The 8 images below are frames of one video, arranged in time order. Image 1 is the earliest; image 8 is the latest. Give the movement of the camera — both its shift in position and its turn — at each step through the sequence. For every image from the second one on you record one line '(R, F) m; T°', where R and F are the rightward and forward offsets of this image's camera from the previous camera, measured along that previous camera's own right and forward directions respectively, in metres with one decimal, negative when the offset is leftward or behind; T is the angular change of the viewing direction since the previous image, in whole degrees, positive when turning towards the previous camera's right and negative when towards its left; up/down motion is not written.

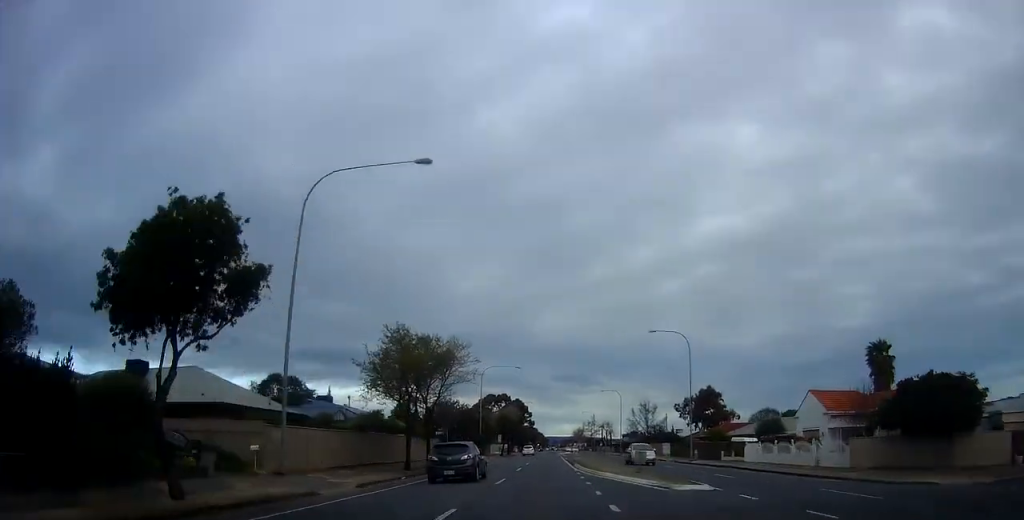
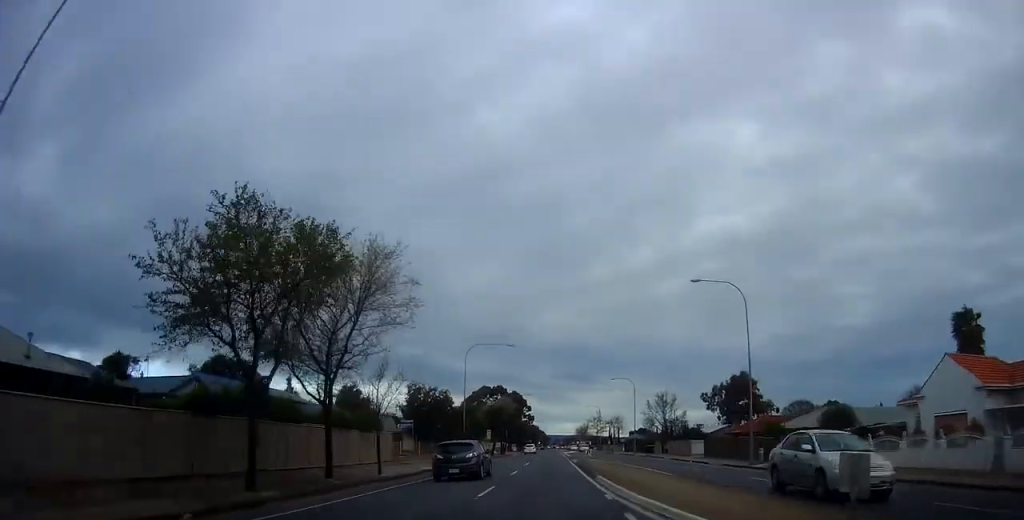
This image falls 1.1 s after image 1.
(+0.1, +16.6) m; -1°
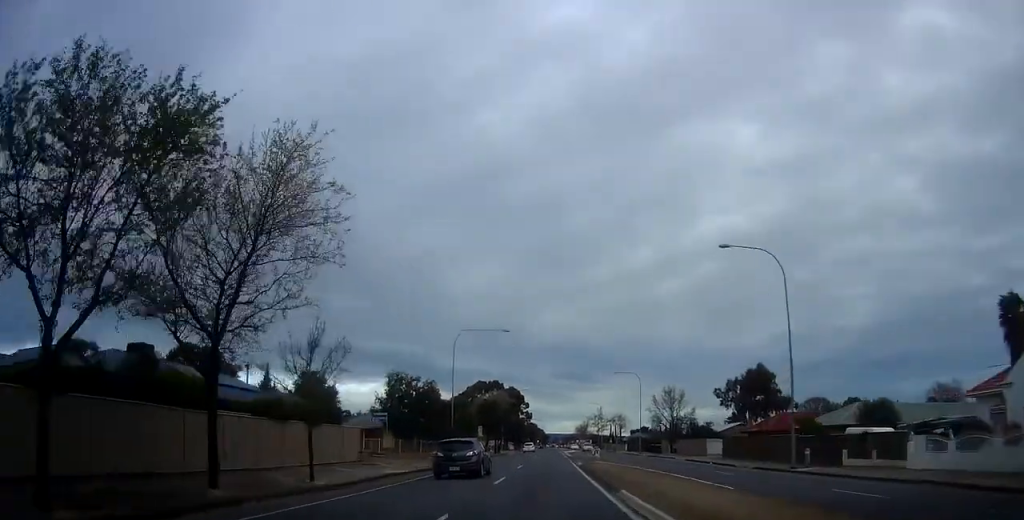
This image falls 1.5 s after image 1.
(-0.4, +7.3) m; 0°
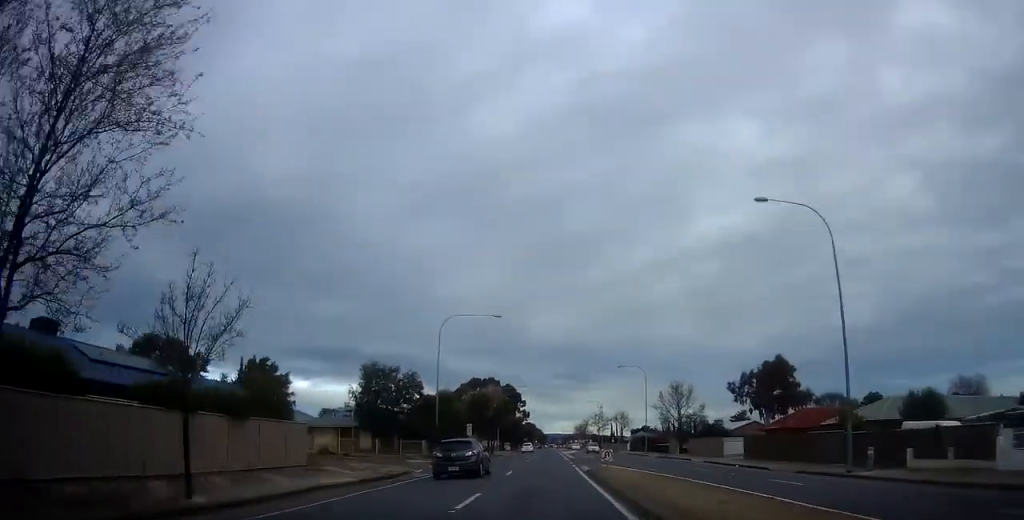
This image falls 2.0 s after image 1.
(-0.2, +6.8) m; 0°
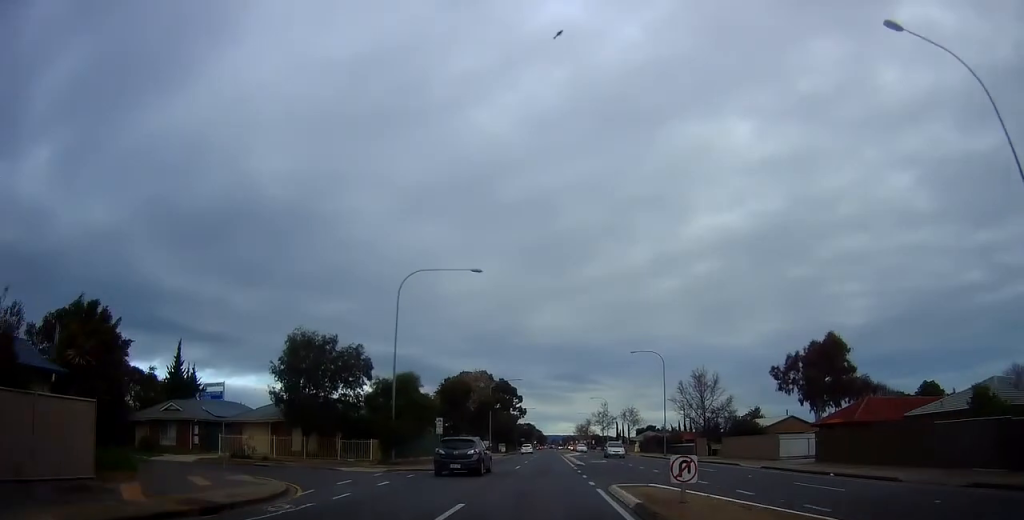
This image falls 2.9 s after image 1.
(+0.7, +14.0) m; +1°
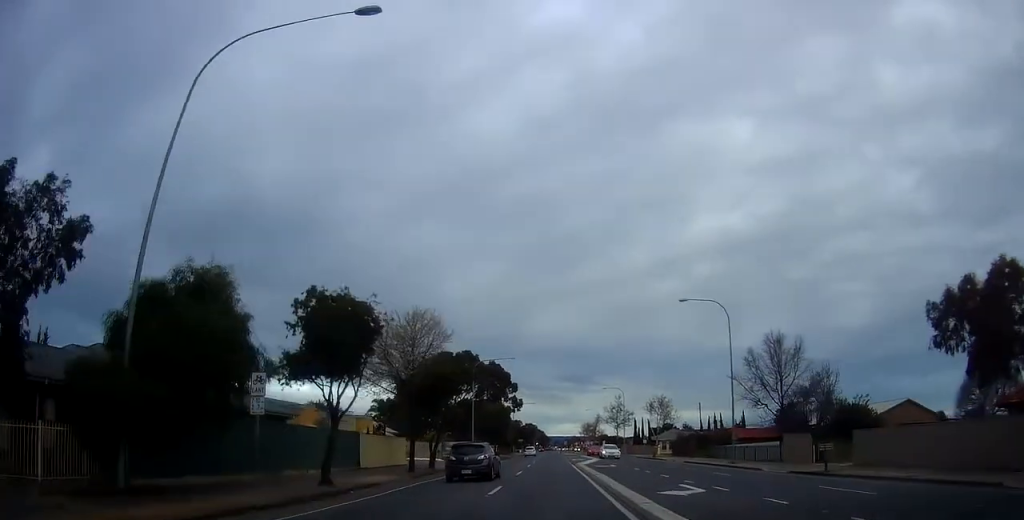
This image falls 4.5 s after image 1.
(-1.2, +25.2) m; -2°
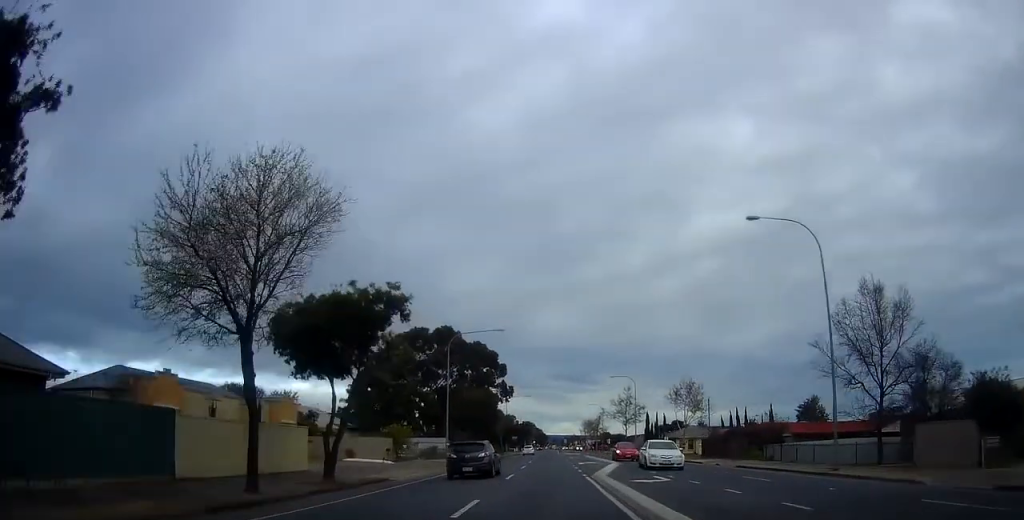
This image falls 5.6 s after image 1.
(+0.5, +16.9) m; +1°
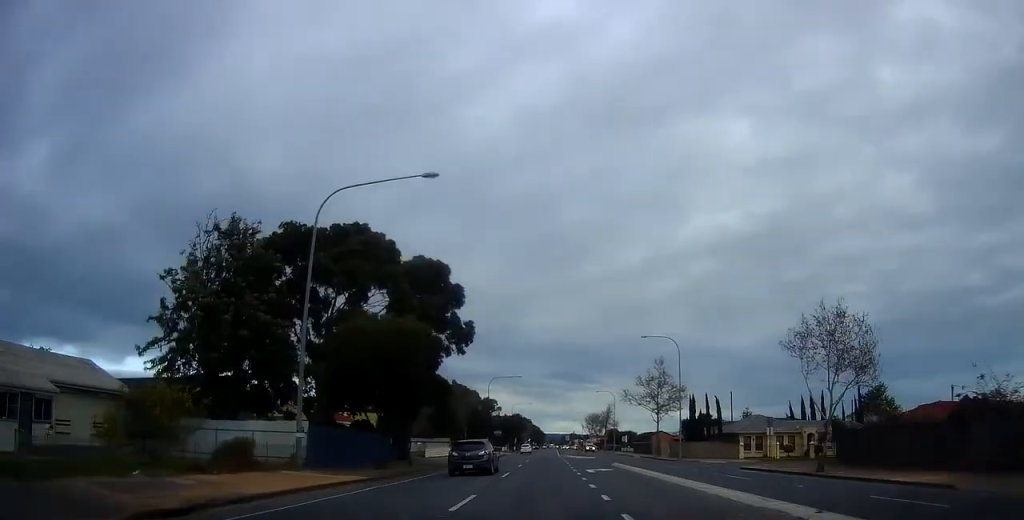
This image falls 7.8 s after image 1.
(+0.1, +33.3) m; +1°
